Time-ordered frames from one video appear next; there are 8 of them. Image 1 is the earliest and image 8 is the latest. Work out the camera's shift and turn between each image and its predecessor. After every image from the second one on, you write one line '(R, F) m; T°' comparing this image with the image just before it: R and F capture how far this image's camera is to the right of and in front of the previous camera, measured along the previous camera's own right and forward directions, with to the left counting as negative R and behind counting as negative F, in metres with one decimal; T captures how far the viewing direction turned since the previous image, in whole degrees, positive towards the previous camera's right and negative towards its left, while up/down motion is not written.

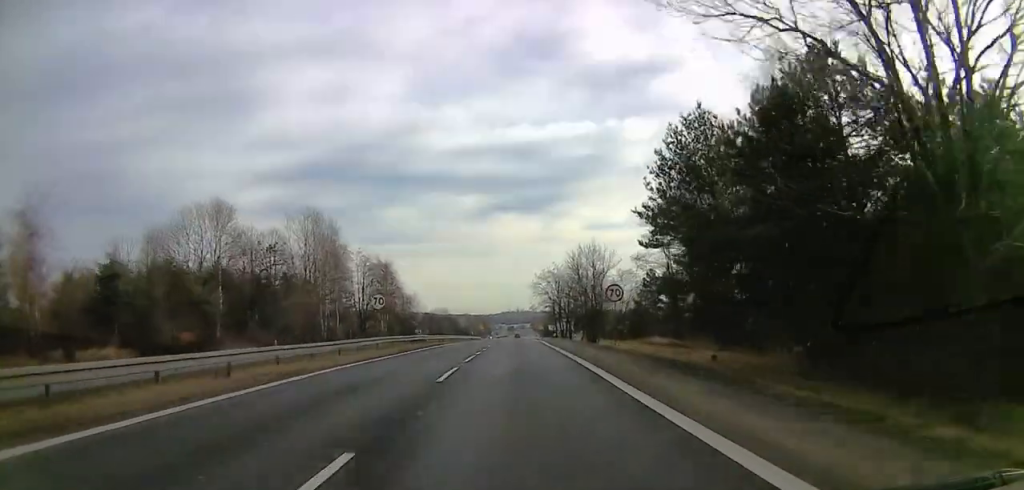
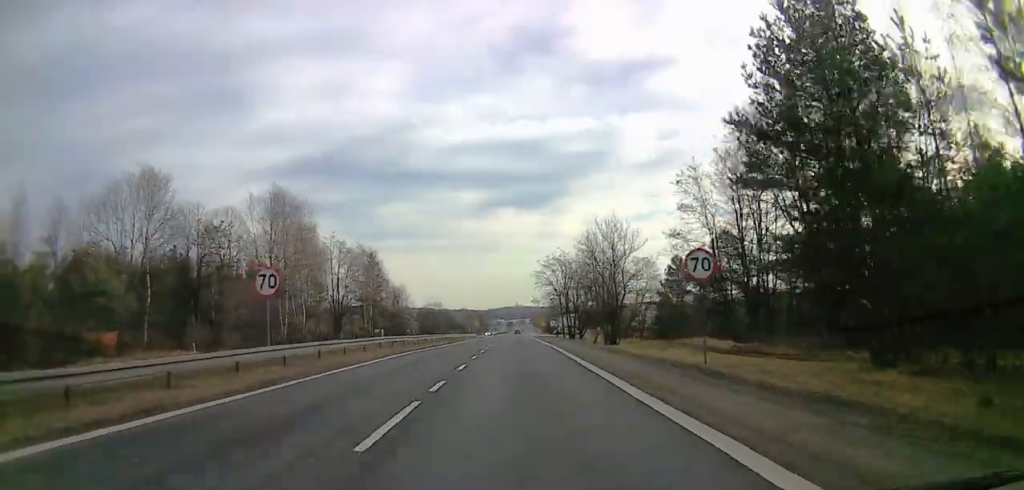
(+0.1, +15.6) m; +1°
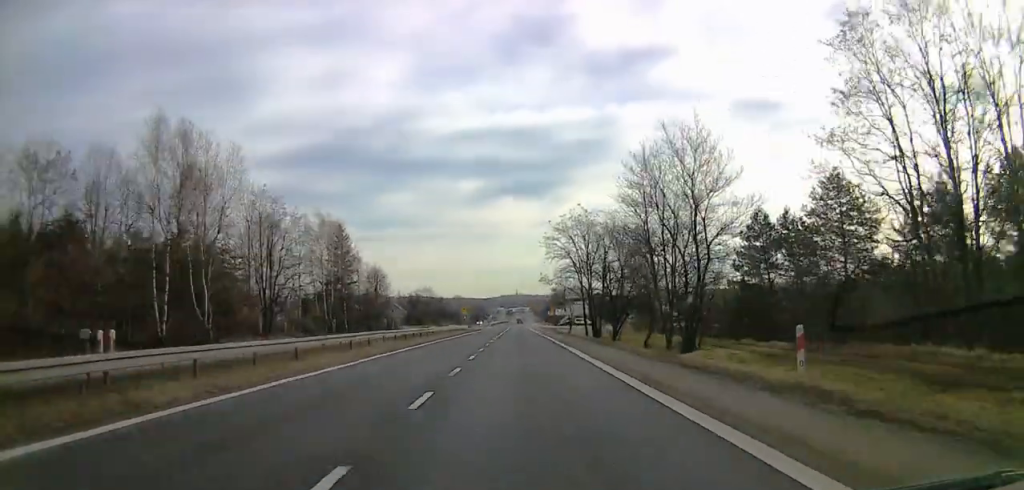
(+0.7, +27.3) m; -1°
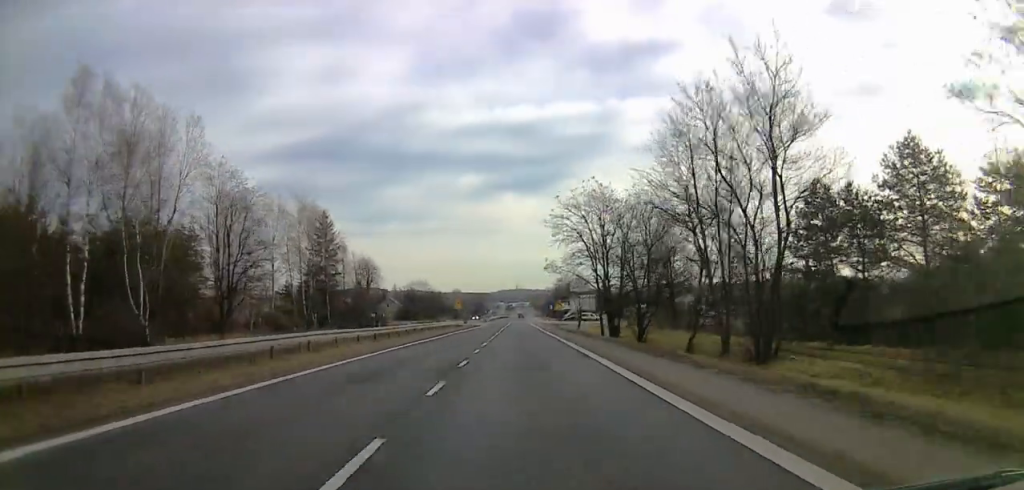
(-0.4, +11.0) m; -2°
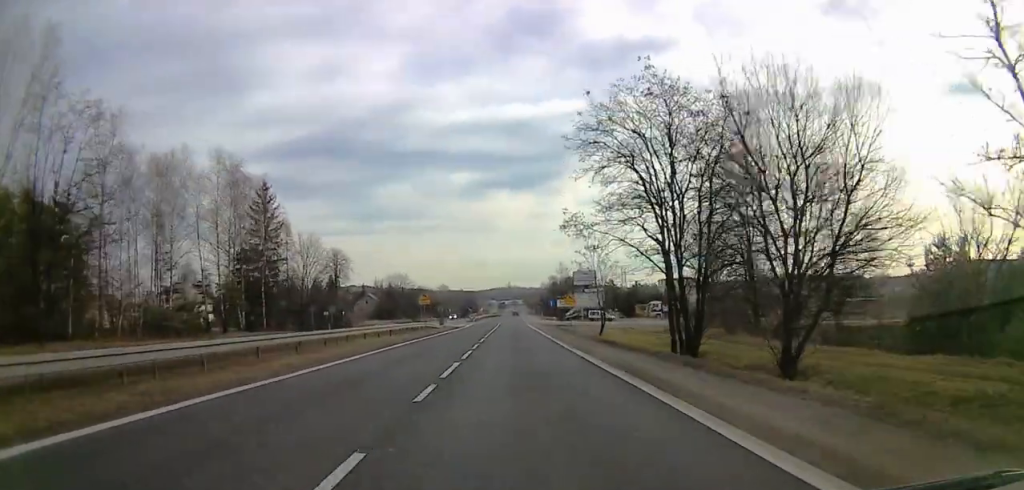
(-0.4, +24.7) m; -1°
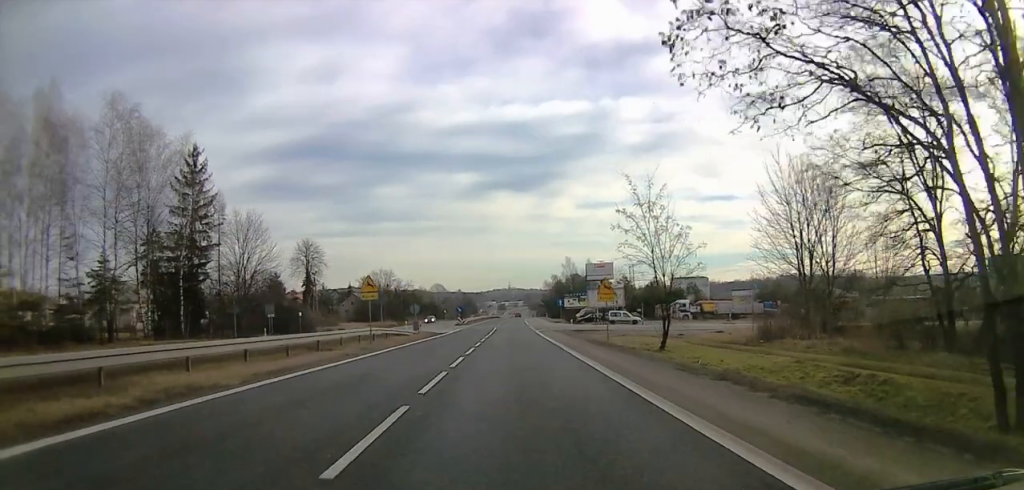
(-0.1, +21.8) m; +4°
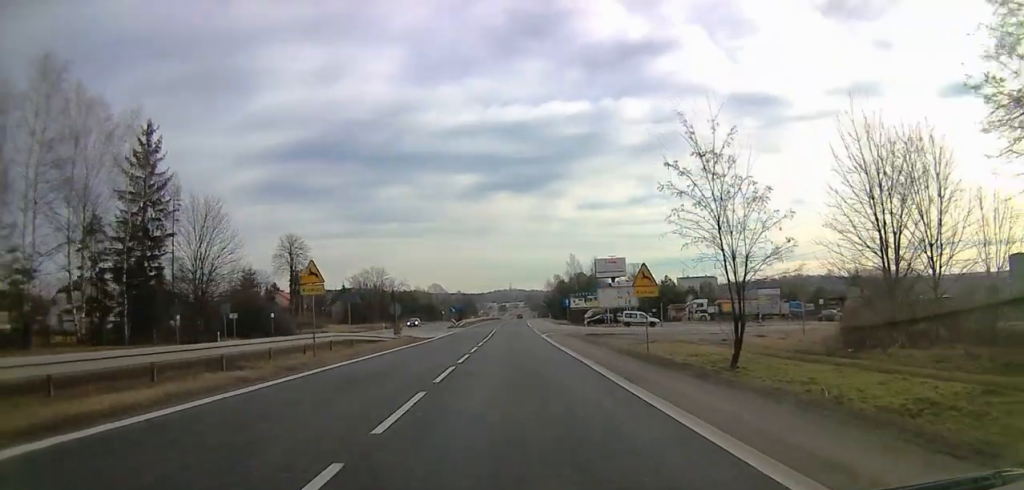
(+0.7, +10.1) m; 0°
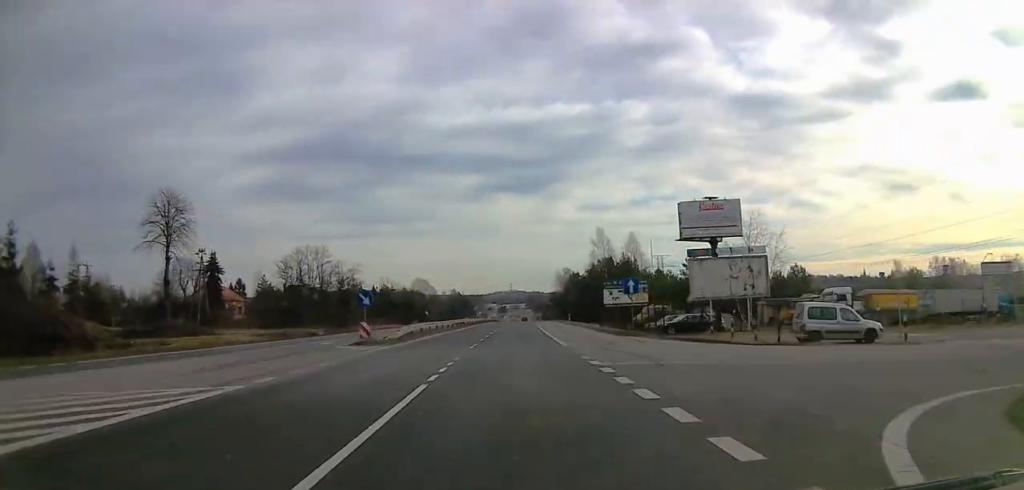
(+0.4, +45.8) m; 0°
